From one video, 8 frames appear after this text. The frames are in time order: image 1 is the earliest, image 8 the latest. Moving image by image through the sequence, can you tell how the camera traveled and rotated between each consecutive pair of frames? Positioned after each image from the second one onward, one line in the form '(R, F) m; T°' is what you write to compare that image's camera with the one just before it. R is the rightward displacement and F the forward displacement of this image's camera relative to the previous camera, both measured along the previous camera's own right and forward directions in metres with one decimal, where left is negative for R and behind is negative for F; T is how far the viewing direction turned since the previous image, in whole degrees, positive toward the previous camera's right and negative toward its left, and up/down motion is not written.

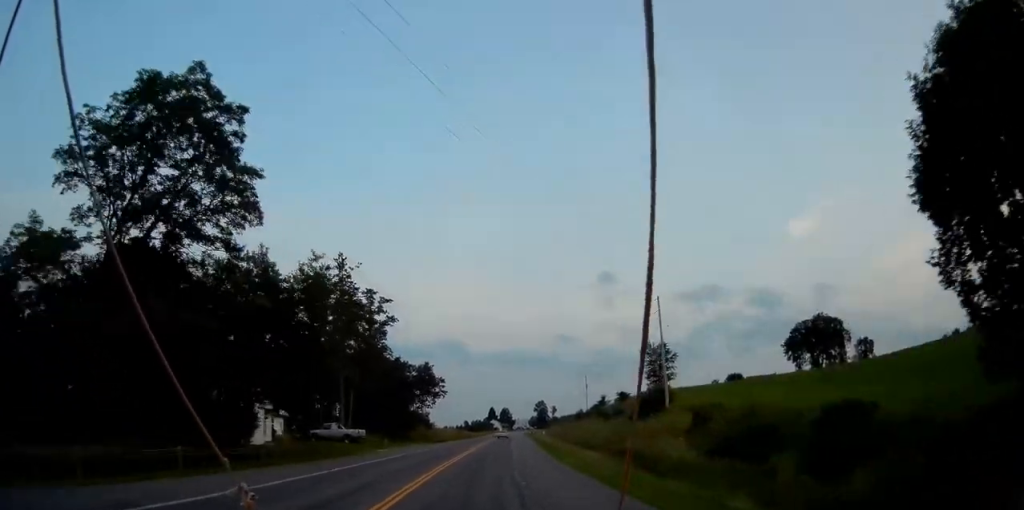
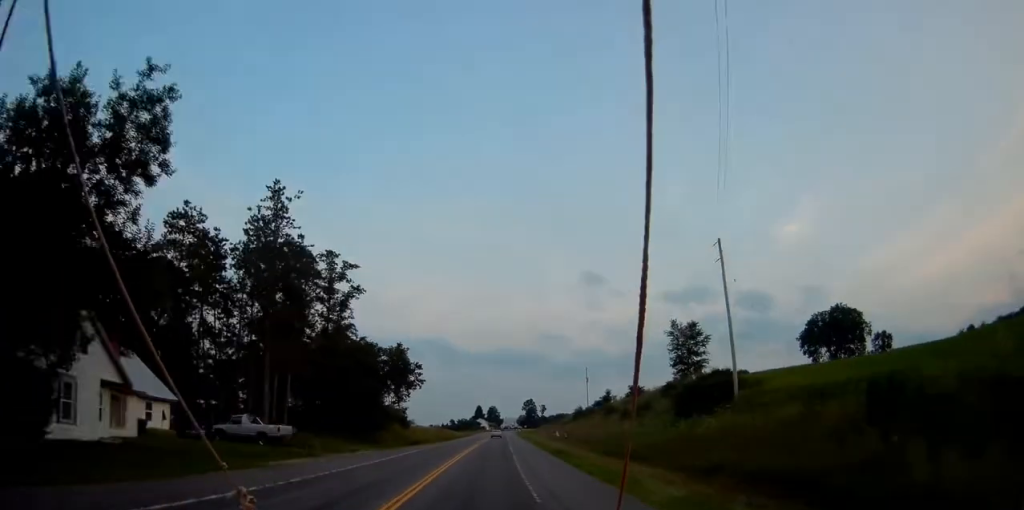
(+0.1, +18.9) m; +1°
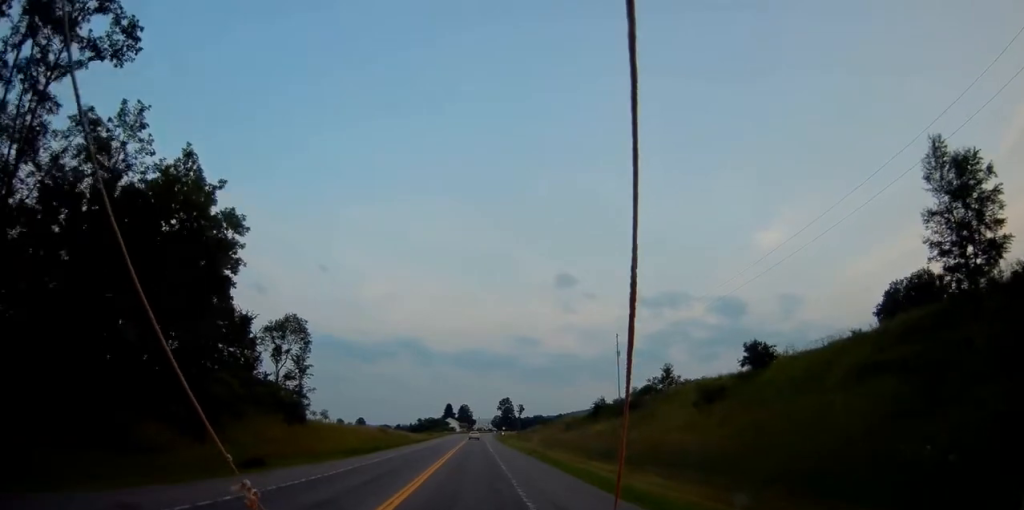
(+1.3, +53.9) m; +3°
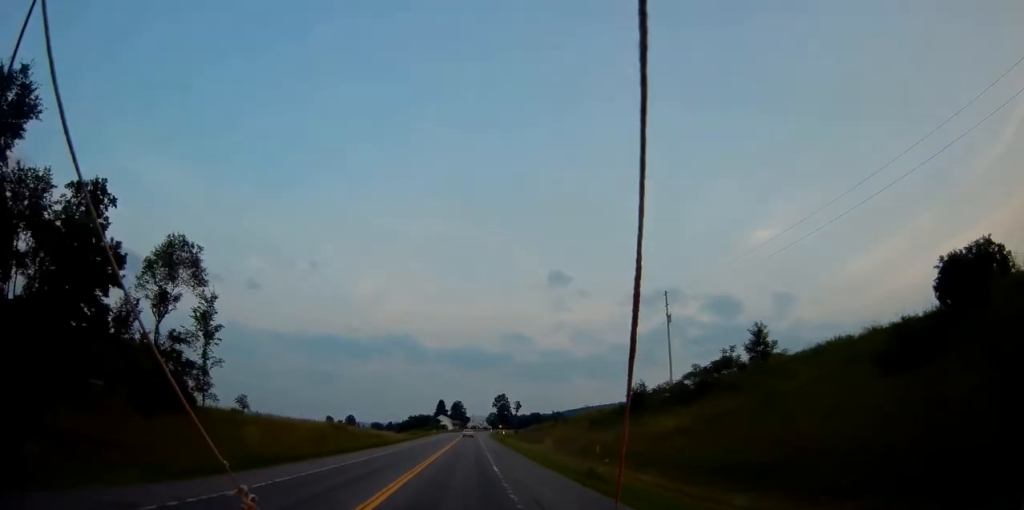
(+0.1, +25.2) m; +1°
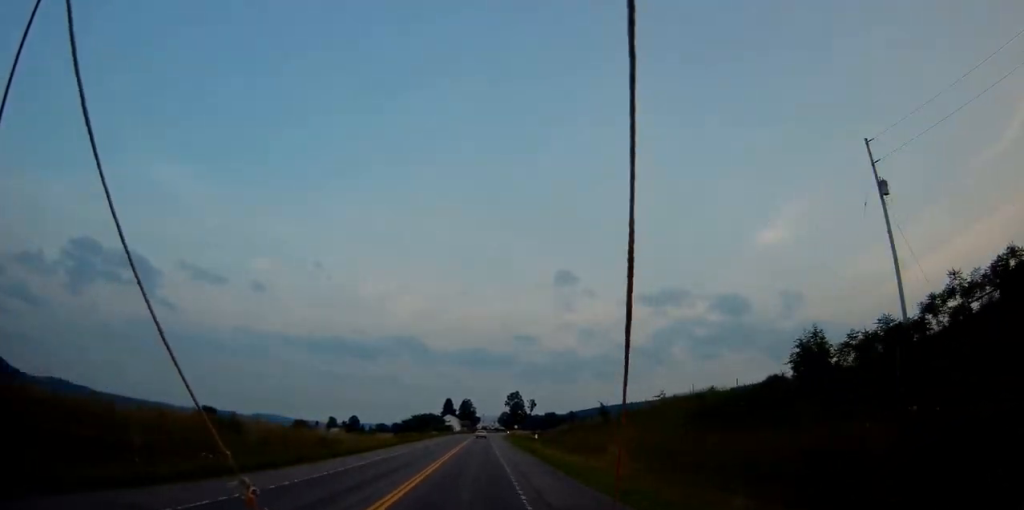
(+0.4, +34.5) m; 0°
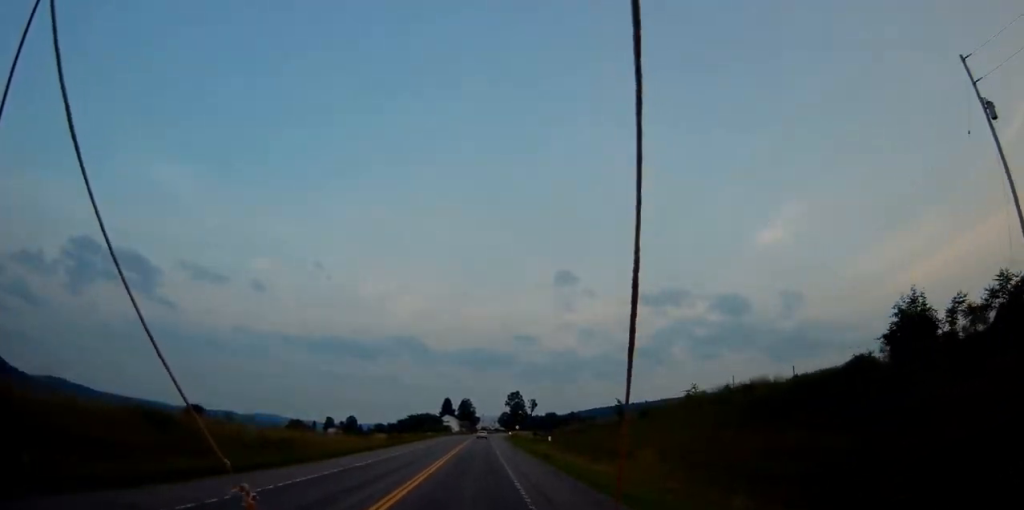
(-0.1, +9.4) m; 0°
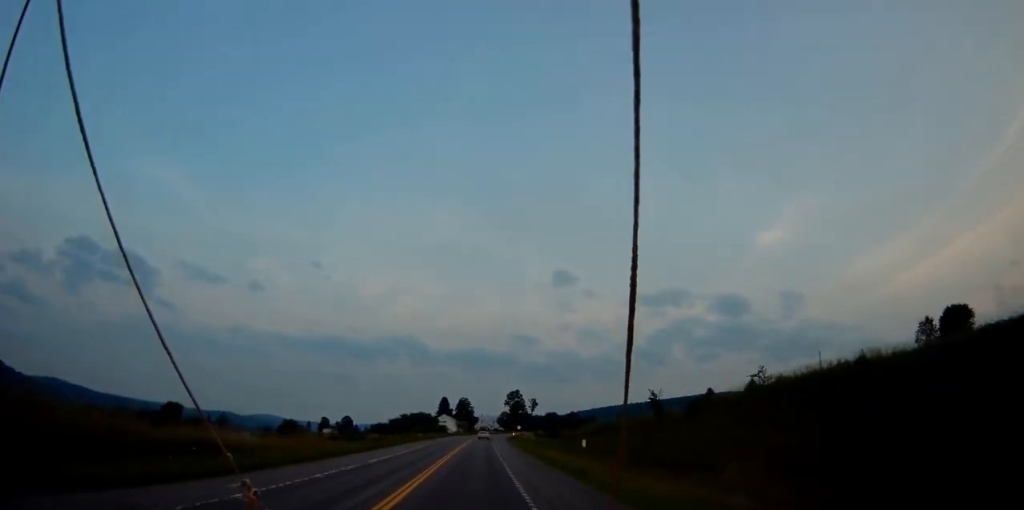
(-0.1, +13.4) m; 0°
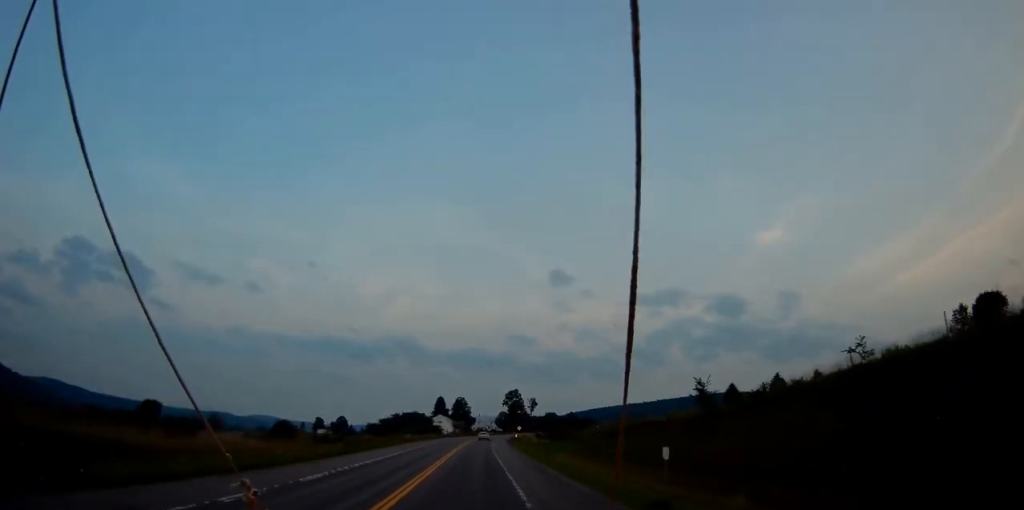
(0.0, +11.8) m; 0°
